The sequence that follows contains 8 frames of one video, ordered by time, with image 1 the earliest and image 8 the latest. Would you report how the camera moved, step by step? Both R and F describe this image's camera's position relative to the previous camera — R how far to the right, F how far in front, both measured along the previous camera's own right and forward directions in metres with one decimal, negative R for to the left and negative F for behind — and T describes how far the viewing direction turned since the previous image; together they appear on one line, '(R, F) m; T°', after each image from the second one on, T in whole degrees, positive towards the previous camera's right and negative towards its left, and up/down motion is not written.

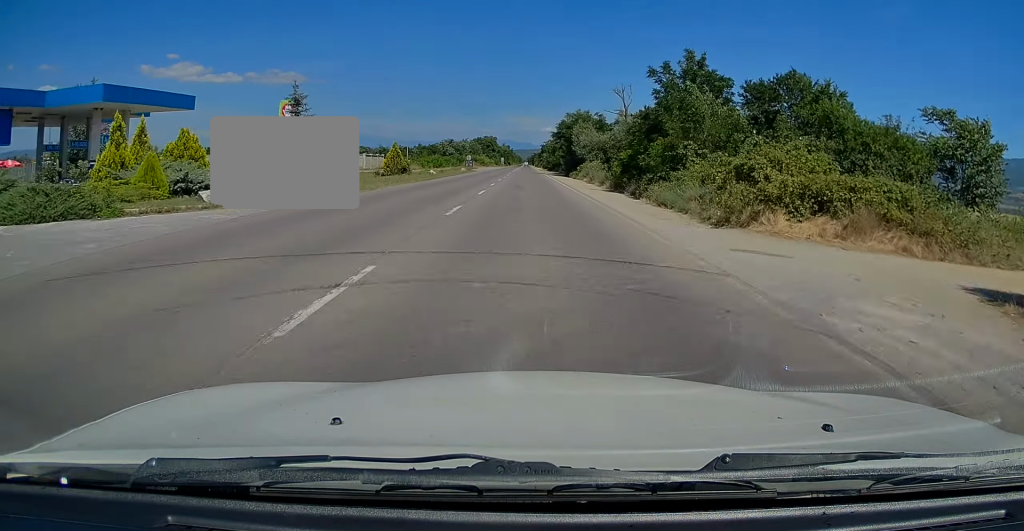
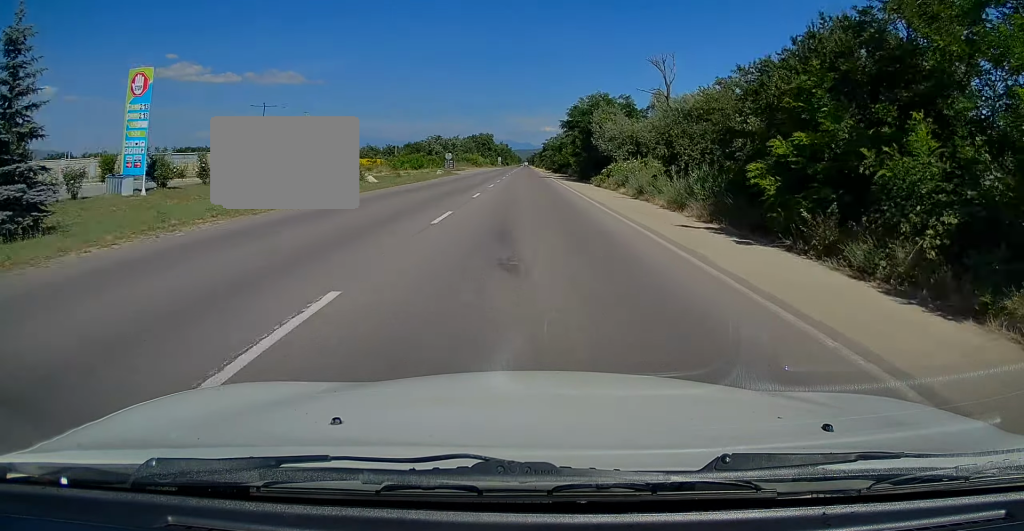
(+0.2, +21.2) m; 0°
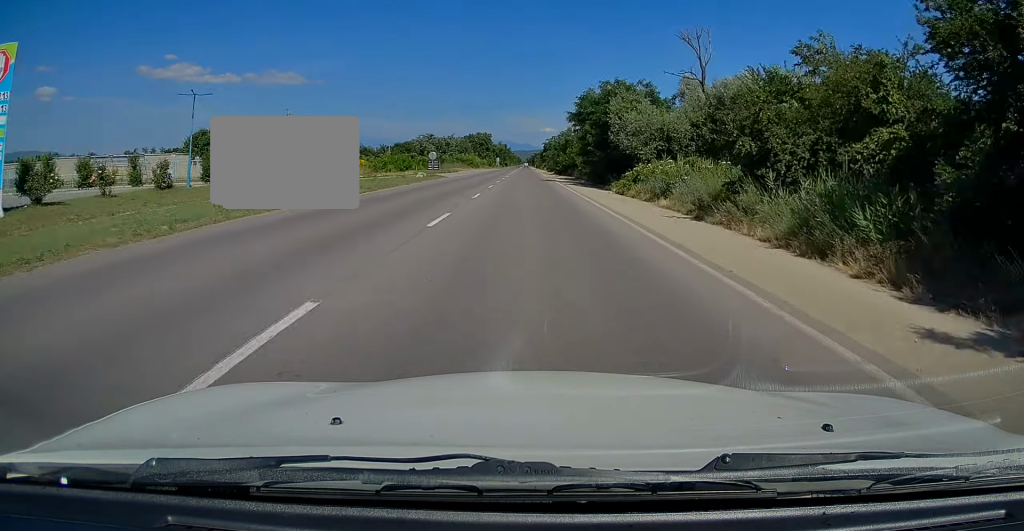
(+0.1, +10.2) m; 0°
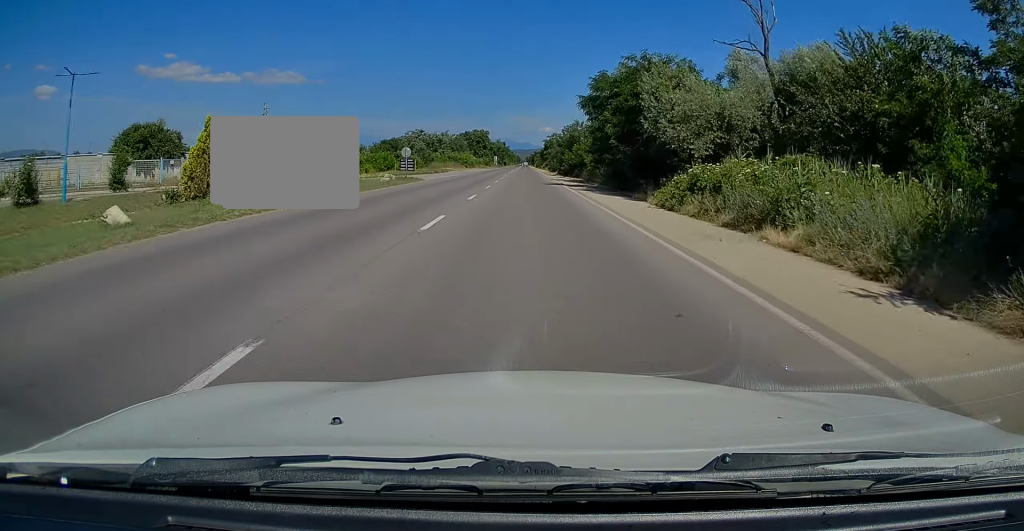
(-0.1, +11.0) m; 0°
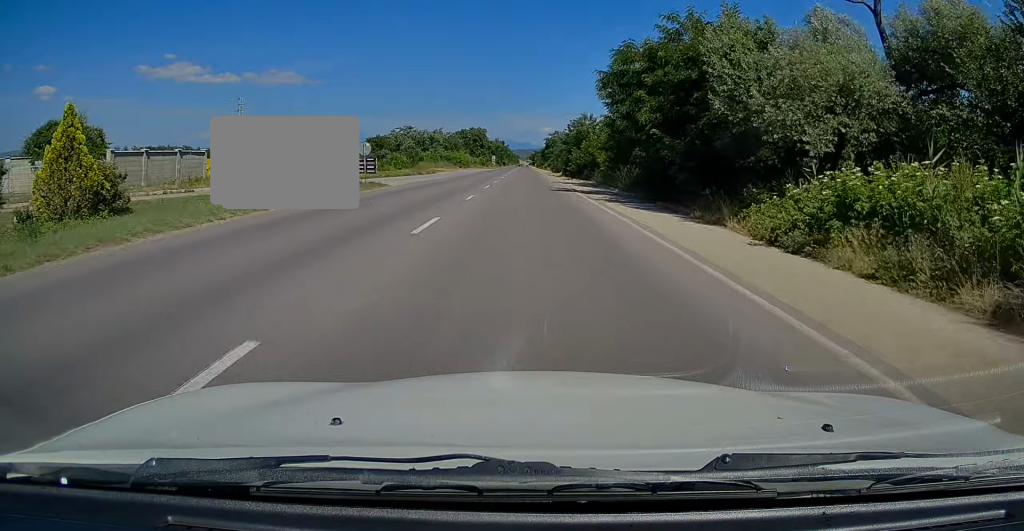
(-0.2, +10.2) m; 0°
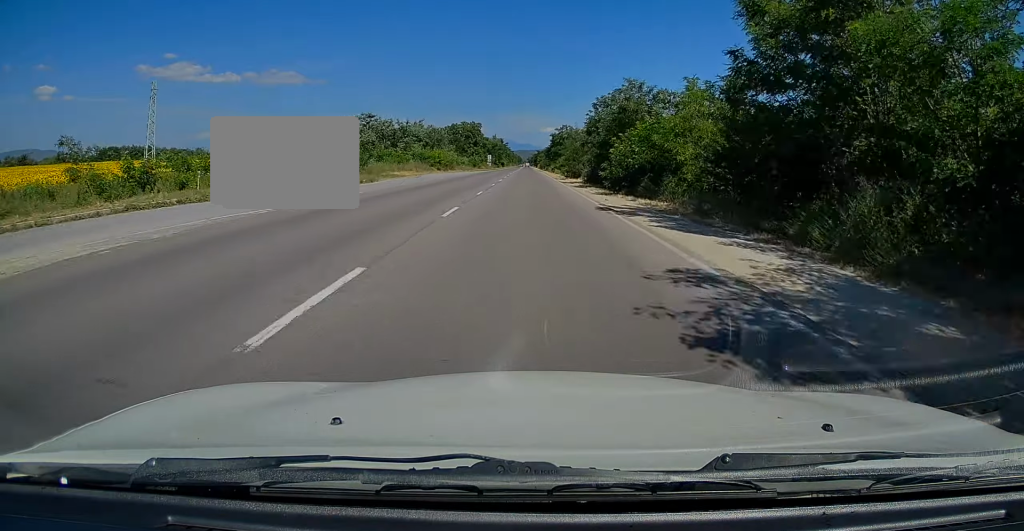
(+0.1, +25.9) m; 0°
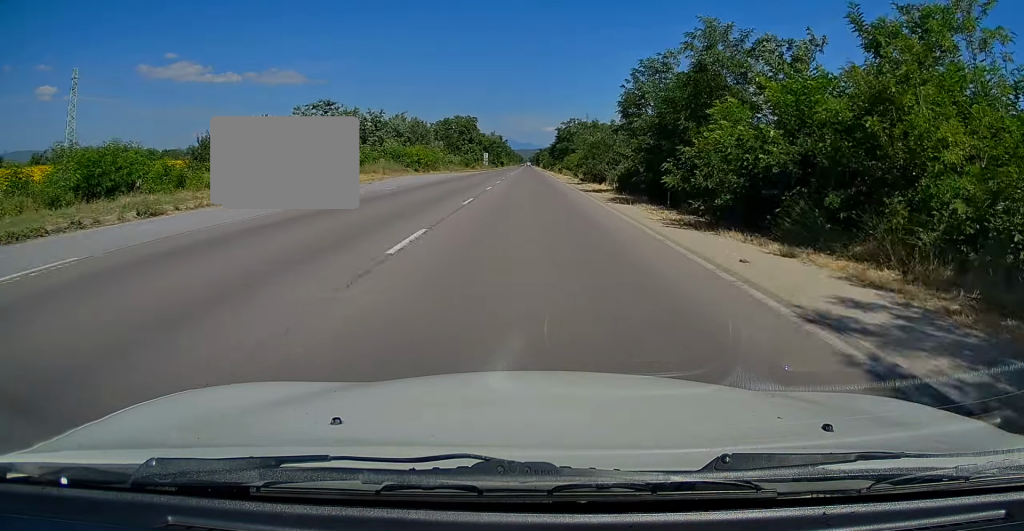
(-0.1, +15.8) m; 0°
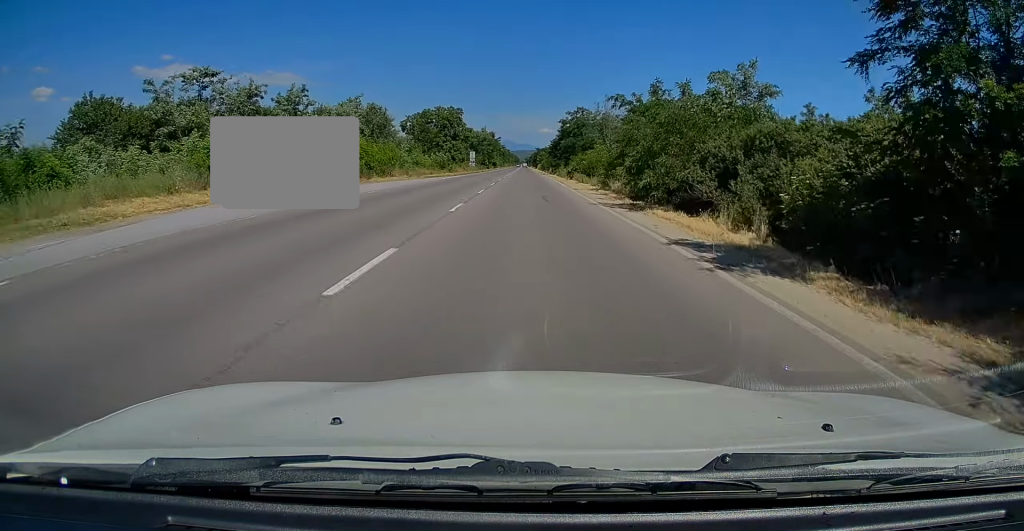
(0.0, +22.2) m; 0°
